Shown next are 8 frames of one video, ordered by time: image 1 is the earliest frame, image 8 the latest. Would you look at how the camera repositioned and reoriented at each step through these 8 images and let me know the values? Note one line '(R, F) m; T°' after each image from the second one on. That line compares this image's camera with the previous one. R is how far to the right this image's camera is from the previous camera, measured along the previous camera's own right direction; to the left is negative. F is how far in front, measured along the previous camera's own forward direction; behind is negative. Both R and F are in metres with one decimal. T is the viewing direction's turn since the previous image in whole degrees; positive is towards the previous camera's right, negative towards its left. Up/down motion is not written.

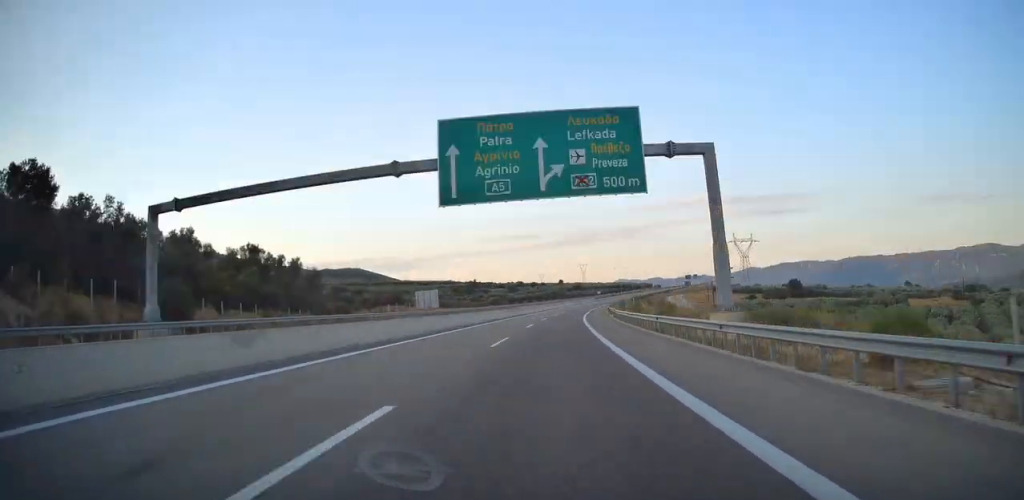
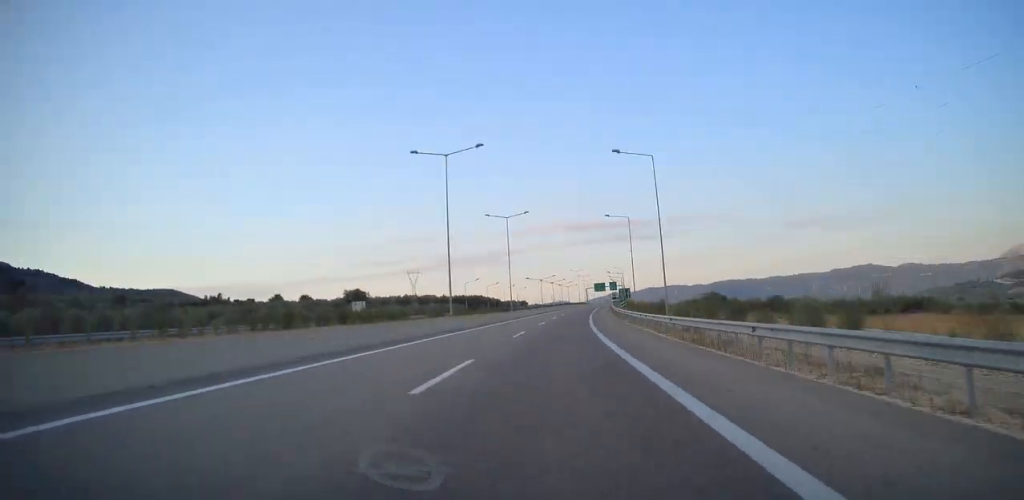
(+16.2, +228.0) m; +6°
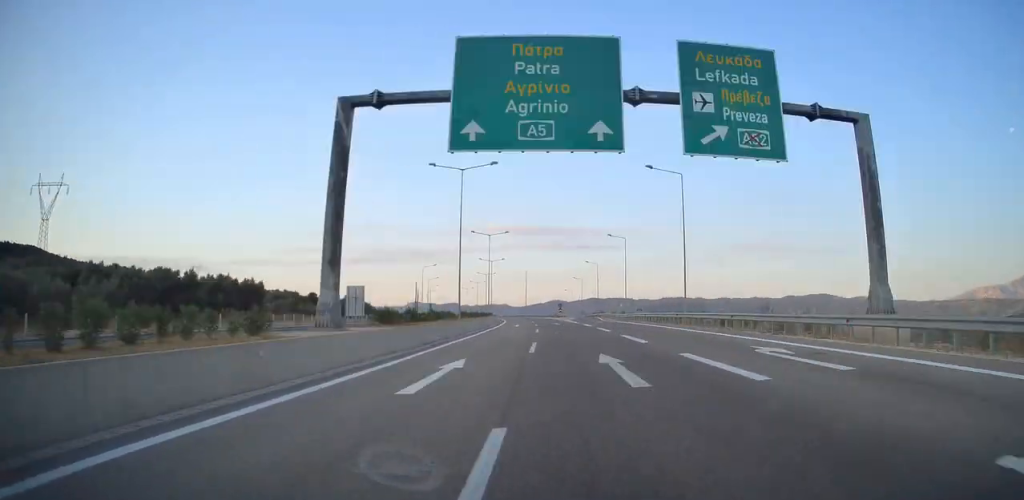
(+21.8, +255.7) m; +1°
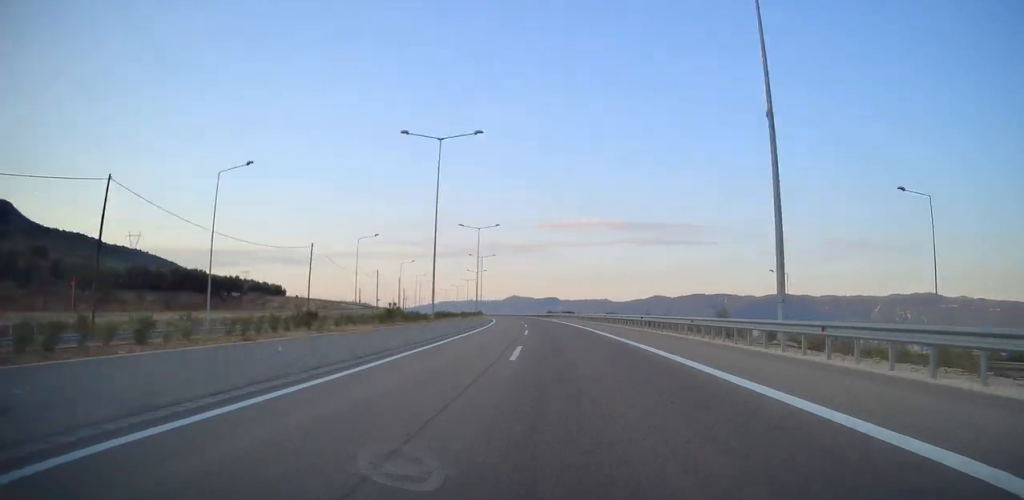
(-7.2, +187.4) m; -7°
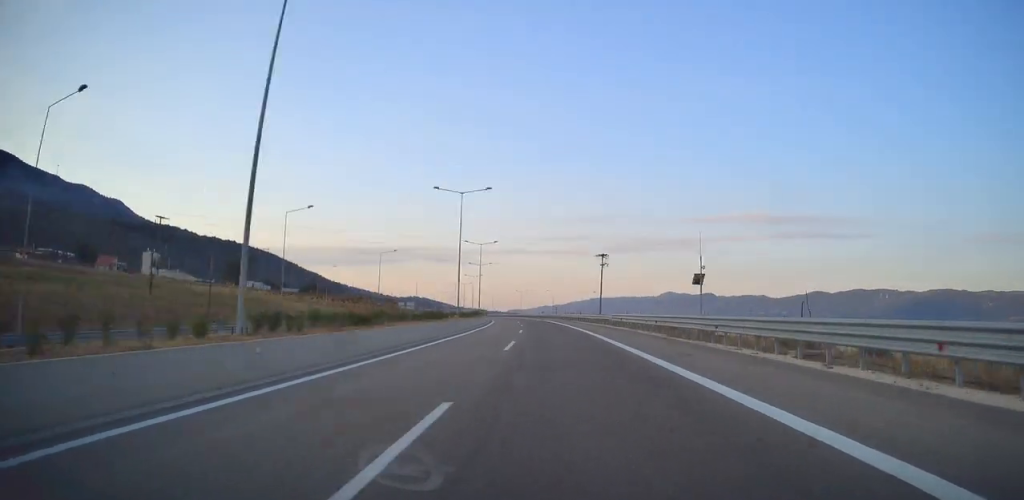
(-27.9, +253.0) m; -13°
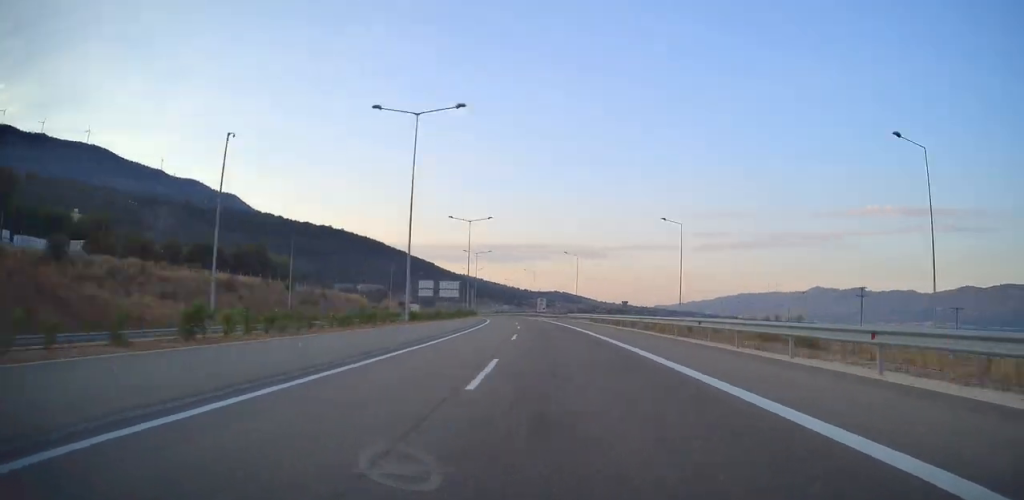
(-31.5, +250.6) m; -13°
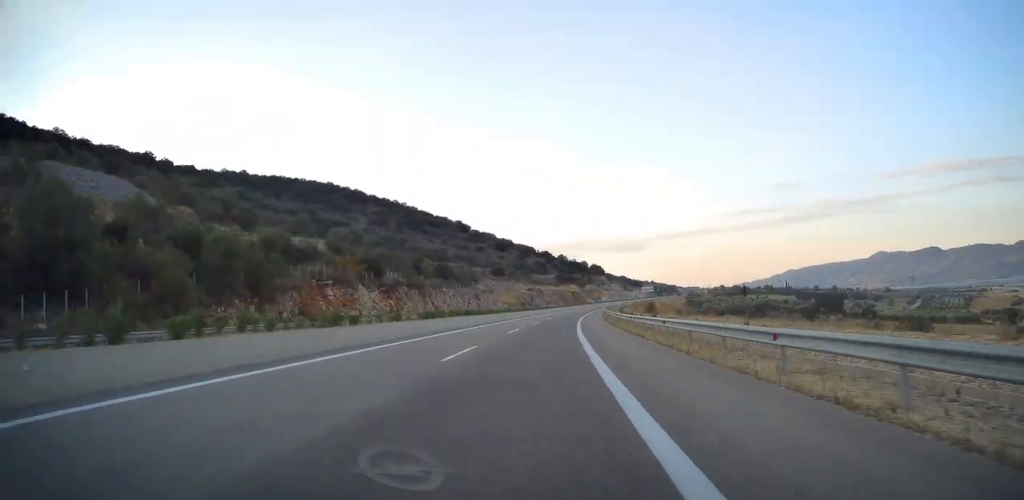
(-67.0, +693.1) m; +4°
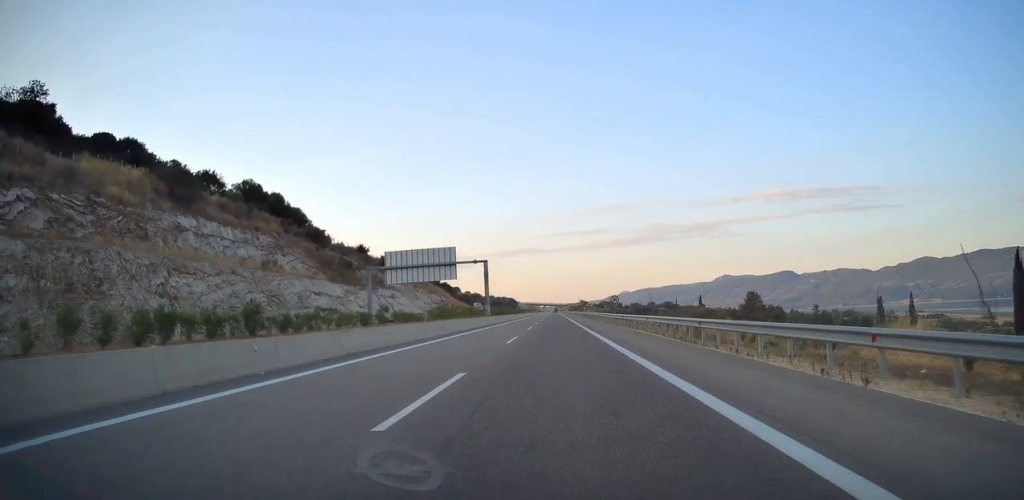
(+49.5, +376.9) m; +11°
